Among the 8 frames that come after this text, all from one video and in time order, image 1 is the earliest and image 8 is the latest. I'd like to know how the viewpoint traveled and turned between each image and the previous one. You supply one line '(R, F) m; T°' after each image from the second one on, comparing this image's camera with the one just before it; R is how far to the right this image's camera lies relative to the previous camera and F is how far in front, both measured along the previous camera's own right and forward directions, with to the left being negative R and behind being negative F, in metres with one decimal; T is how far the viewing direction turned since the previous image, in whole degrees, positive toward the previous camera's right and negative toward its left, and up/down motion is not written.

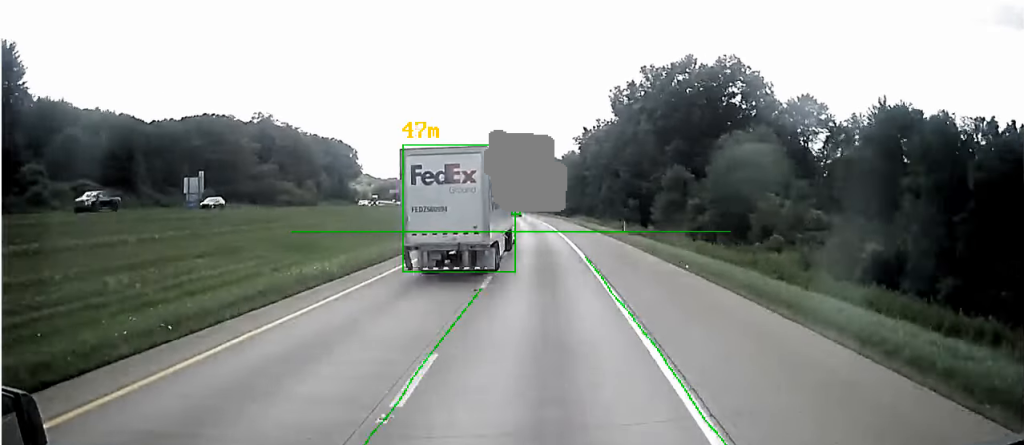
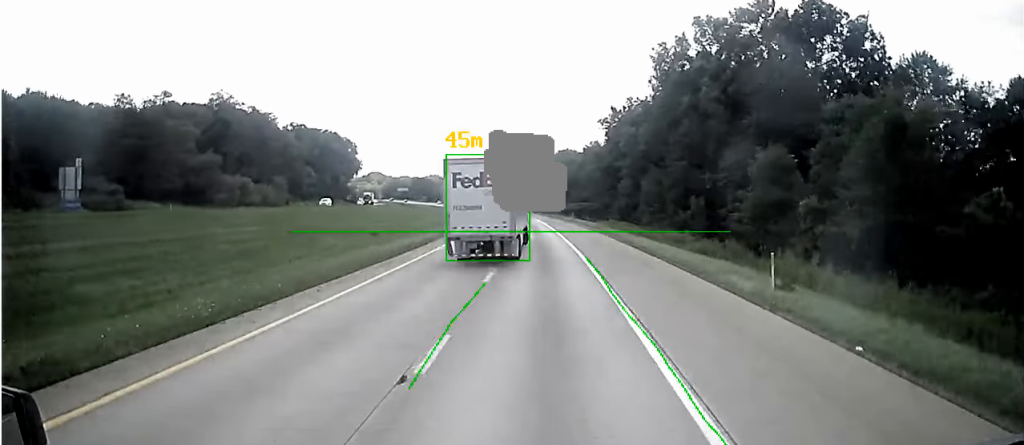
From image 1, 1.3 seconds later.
(-0.1, +21.2) m; -1°
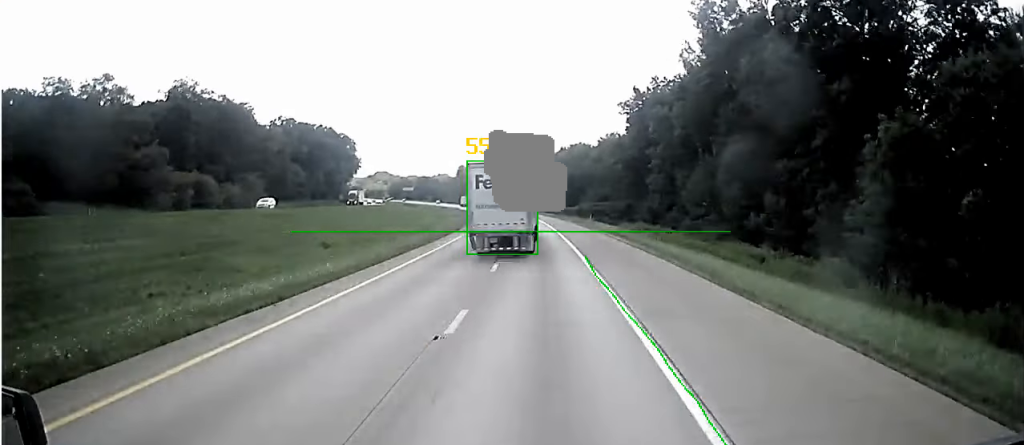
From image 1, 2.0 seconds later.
(-0.2, +12.7) m; -2°
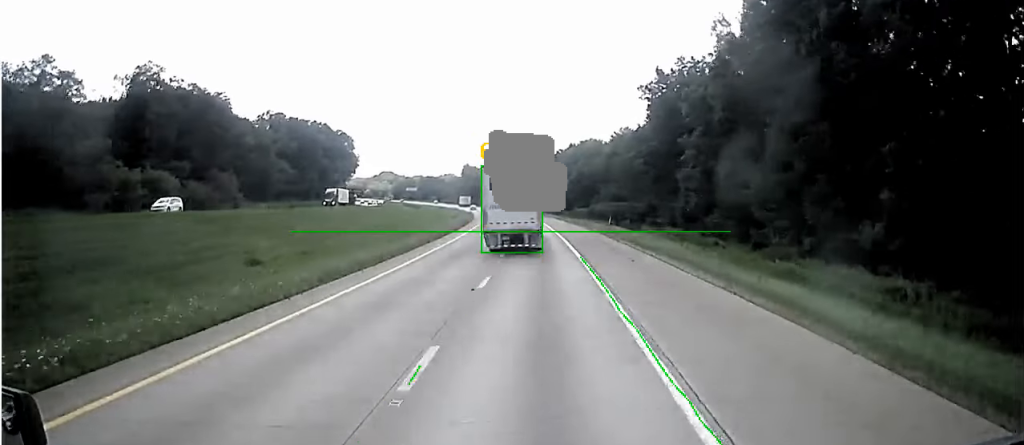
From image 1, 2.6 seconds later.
(-0.1, +9.3) m; -2°
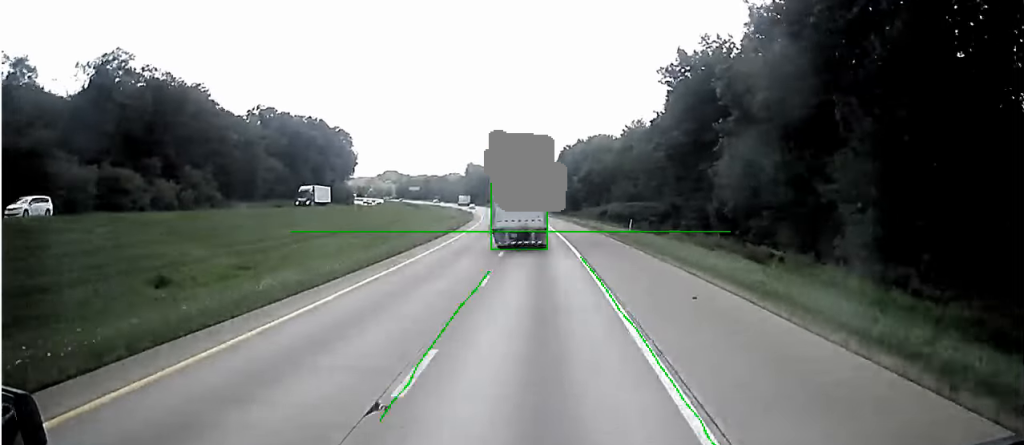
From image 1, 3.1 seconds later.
(-0.2, +7.6) m; -1°
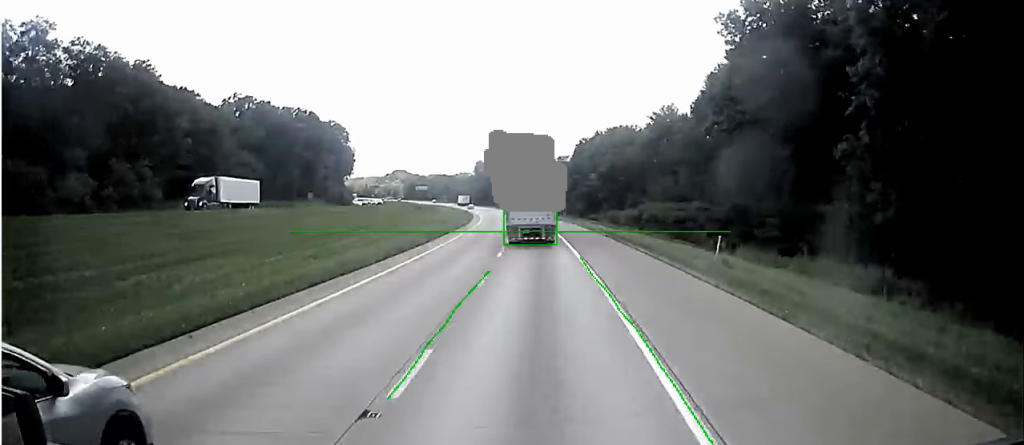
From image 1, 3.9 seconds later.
(-0.2, +14.0) m; -1°
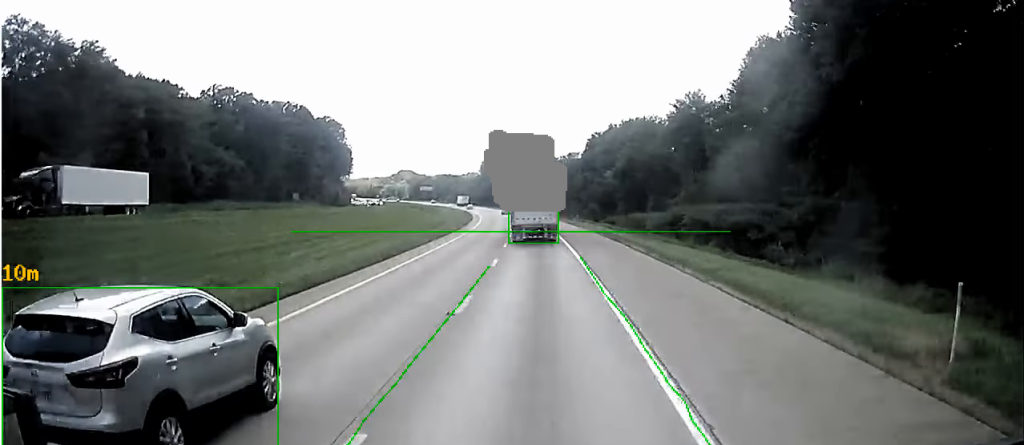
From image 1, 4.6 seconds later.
(0.0, +9.9) m; 0°
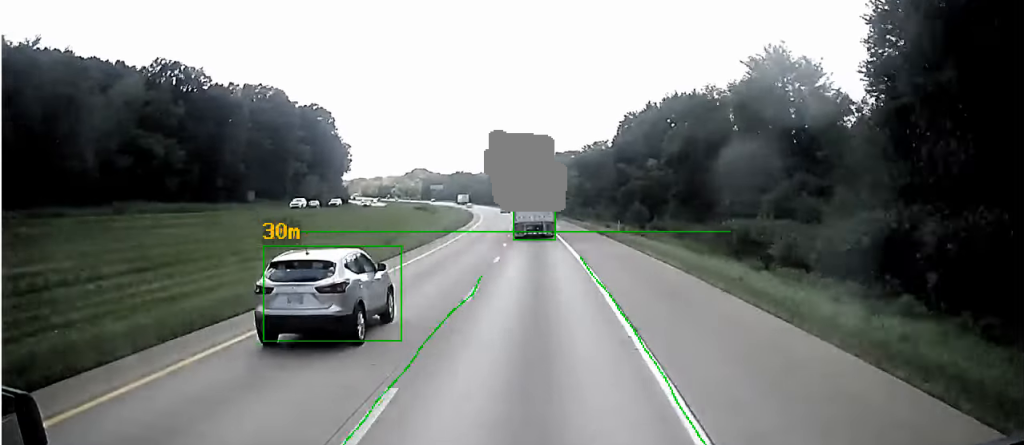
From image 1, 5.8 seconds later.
(0.0, +19.3) m; 0°
